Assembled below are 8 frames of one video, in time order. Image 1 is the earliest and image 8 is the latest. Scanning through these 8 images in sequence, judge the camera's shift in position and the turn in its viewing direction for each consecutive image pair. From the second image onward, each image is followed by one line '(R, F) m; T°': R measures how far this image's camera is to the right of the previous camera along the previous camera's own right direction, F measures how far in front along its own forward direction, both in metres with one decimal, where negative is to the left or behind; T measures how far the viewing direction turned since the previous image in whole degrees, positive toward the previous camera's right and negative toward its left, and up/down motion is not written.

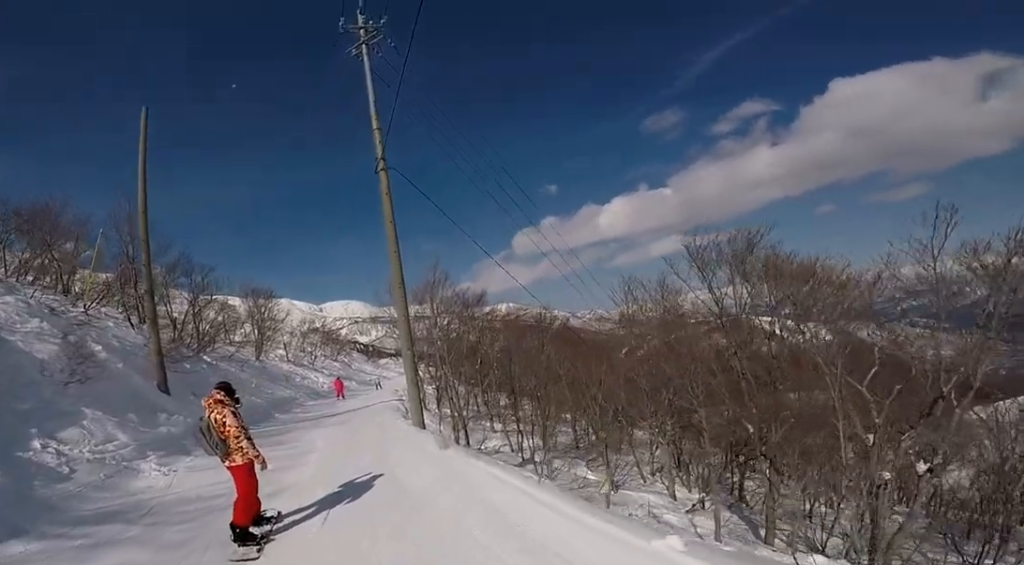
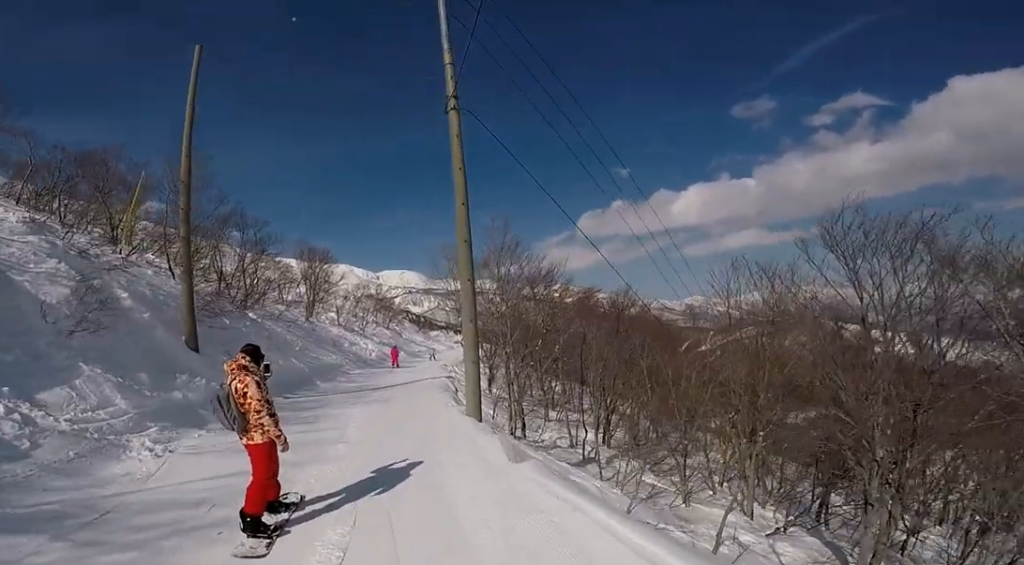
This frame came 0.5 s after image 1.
(0.0, +2.1) m; 0°
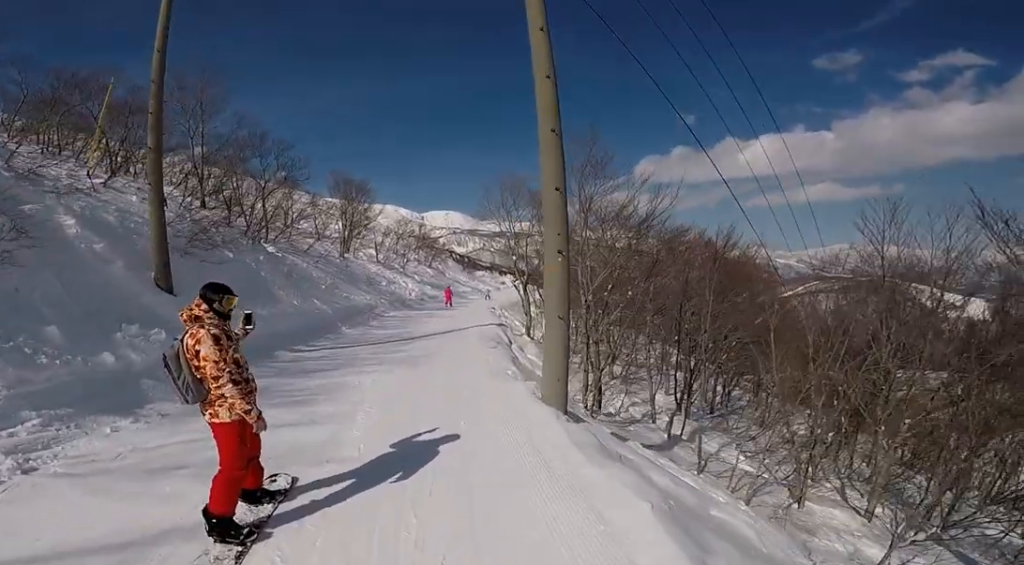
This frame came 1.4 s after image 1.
(0.0, +3.5) m; 0°
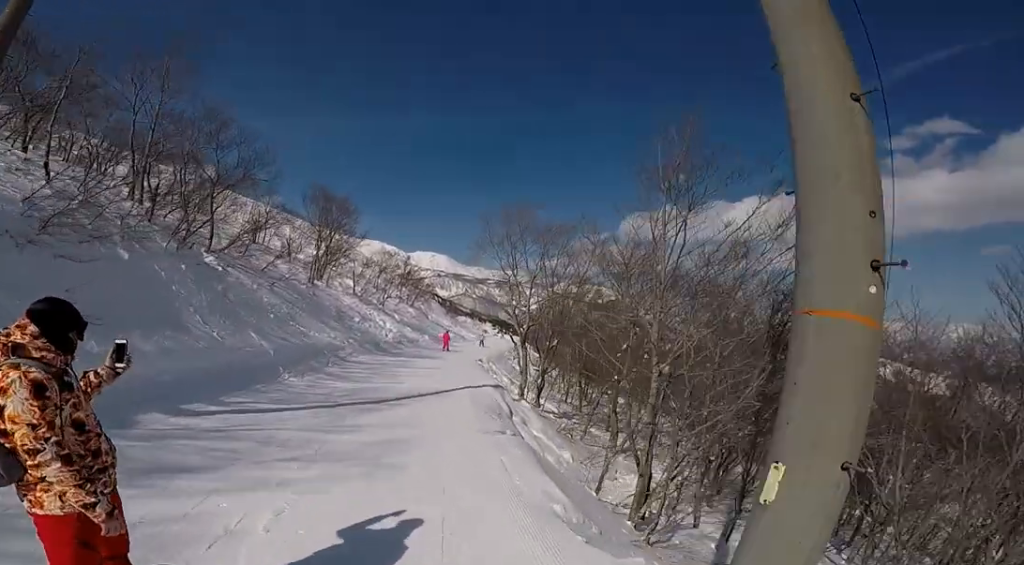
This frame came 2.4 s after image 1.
(0.0, +4.5) m; 0°
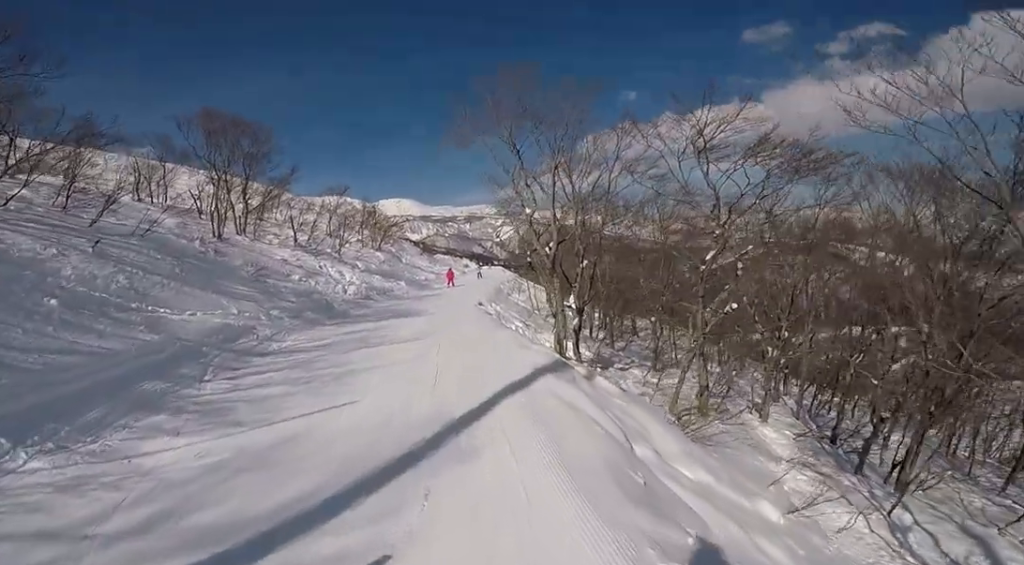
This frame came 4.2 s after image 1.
(0.0, +7.8) m; 0°
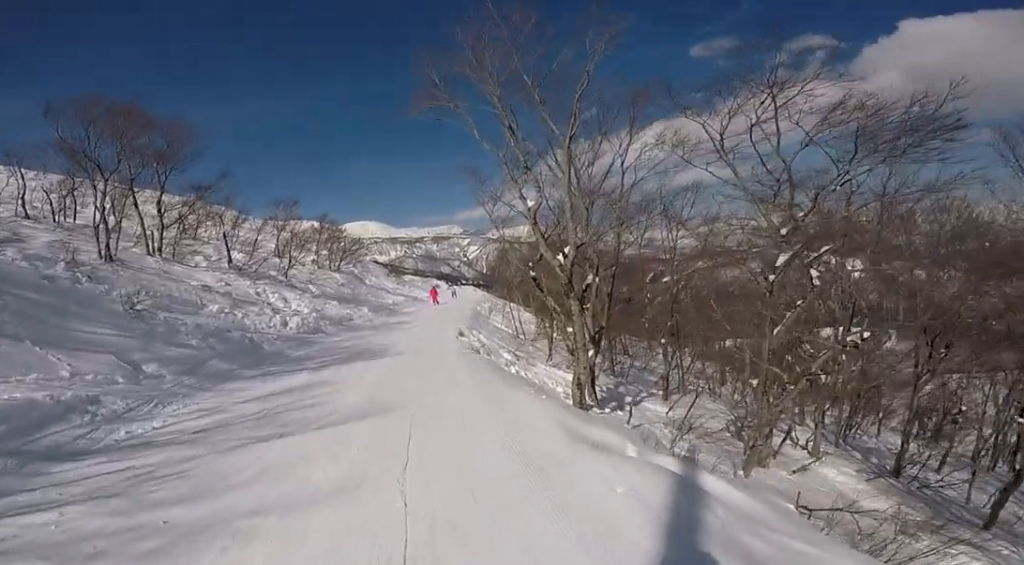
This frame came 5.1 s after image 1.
(0.0, +4.1) m; 0°
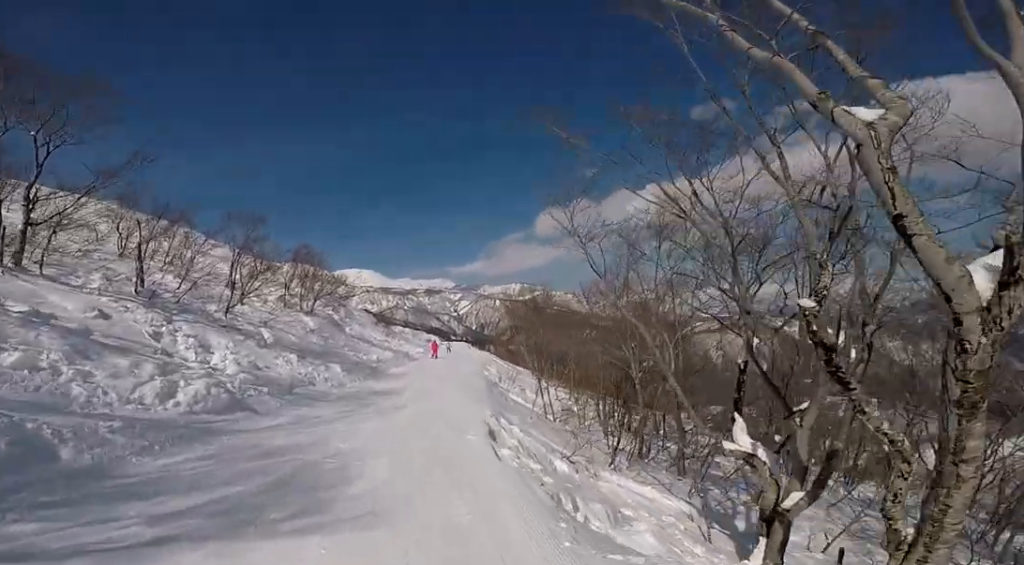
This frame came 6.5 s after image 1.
(0.0, +6.9) m; 0°
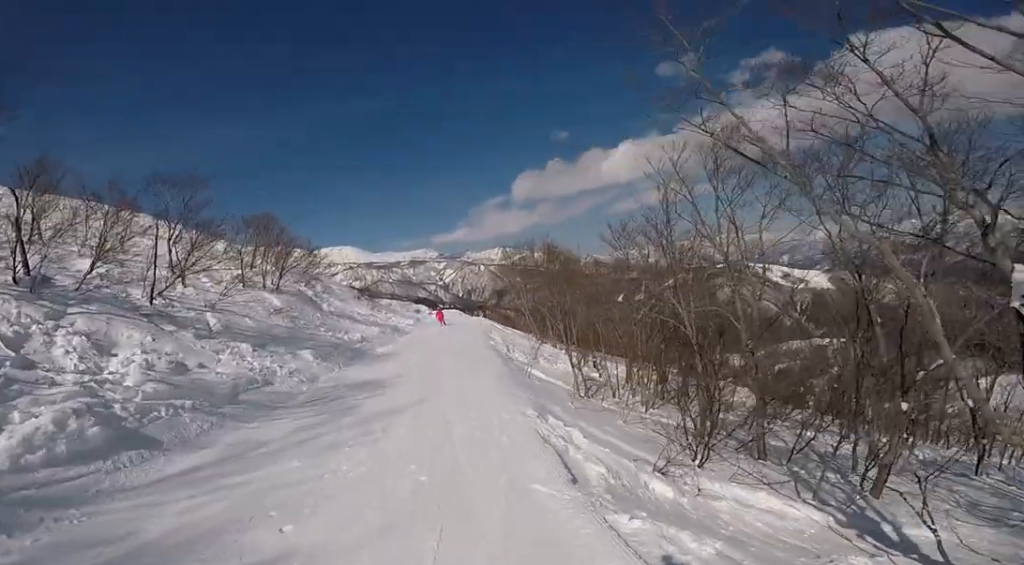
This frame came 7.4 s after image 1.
(0.0, +4.0) m; 0°
